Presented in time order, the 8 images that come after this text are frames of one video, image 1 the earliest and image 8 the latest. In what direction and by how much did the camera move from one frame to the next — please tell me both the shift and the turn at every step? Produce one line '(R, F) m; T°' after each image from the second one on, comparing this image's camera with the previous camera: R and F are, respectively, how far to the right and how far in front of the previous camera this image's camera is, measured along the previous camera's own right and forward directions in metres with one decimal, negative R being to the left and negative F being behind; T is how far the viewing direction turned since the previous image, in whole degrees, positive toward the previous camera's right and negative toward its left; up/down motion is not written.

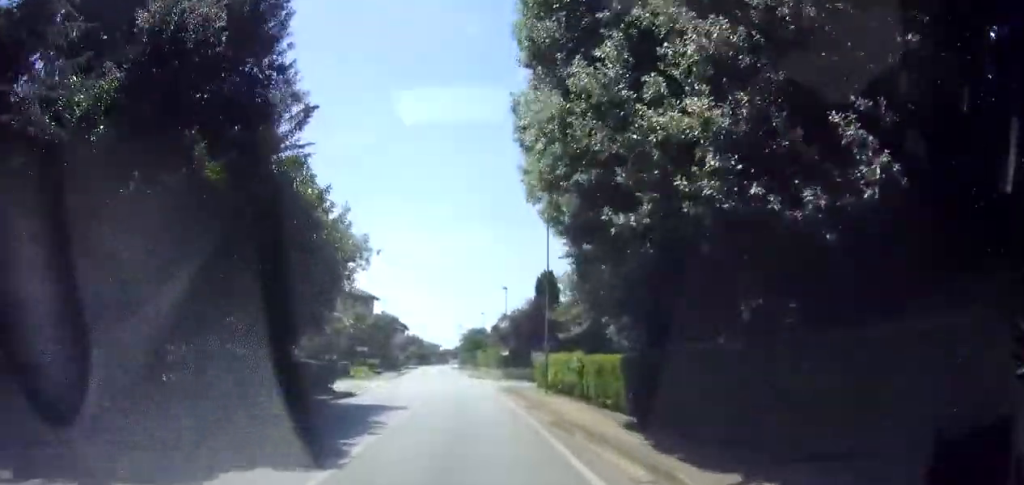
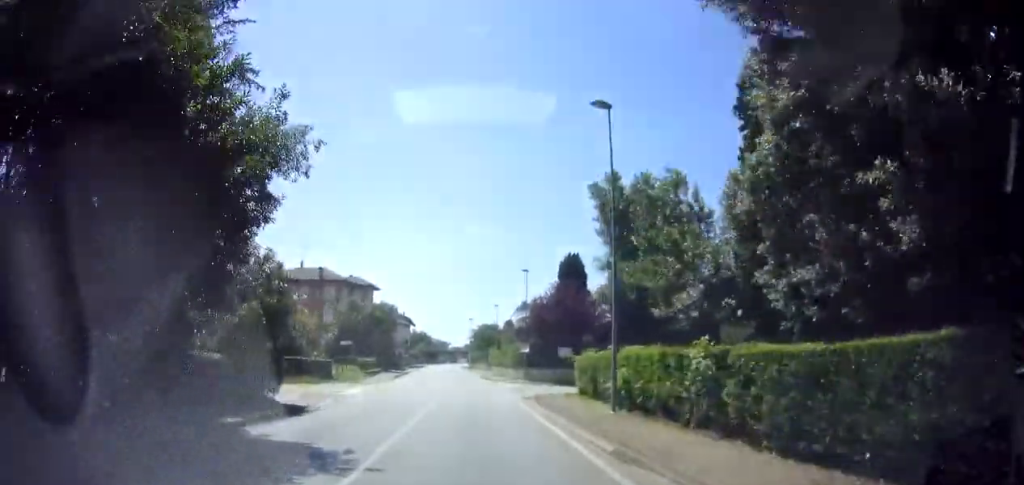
(-0.3, +9.9) m; -1°
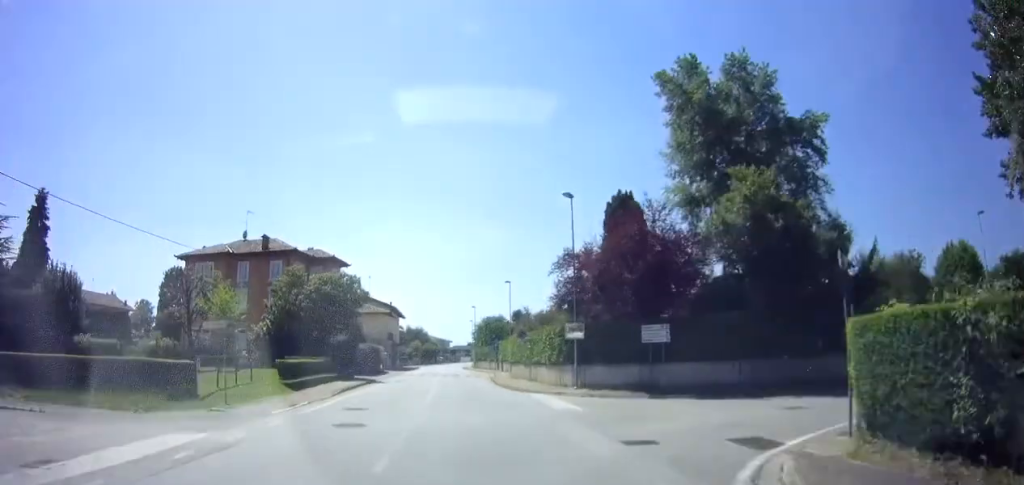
(-0.2, +19.4) m; -2°
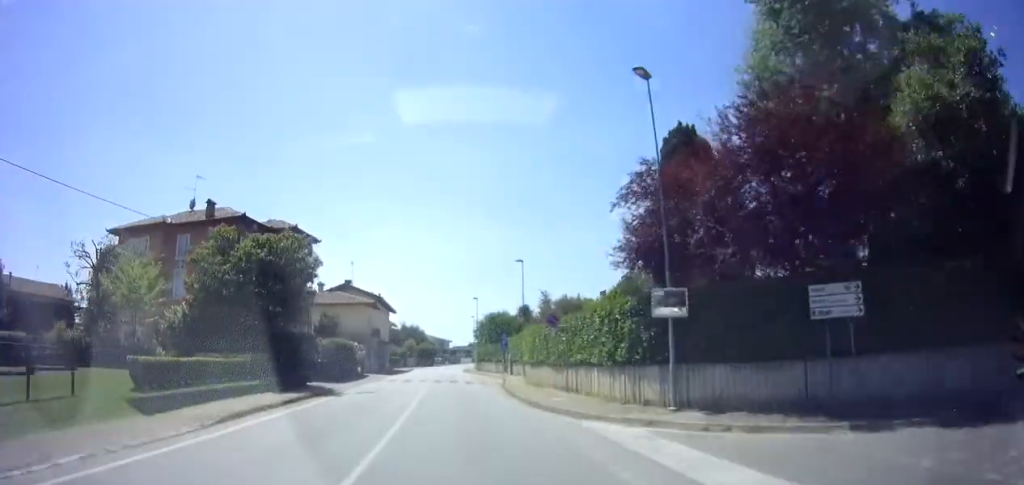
(-0.3, +11.6) m; 0°
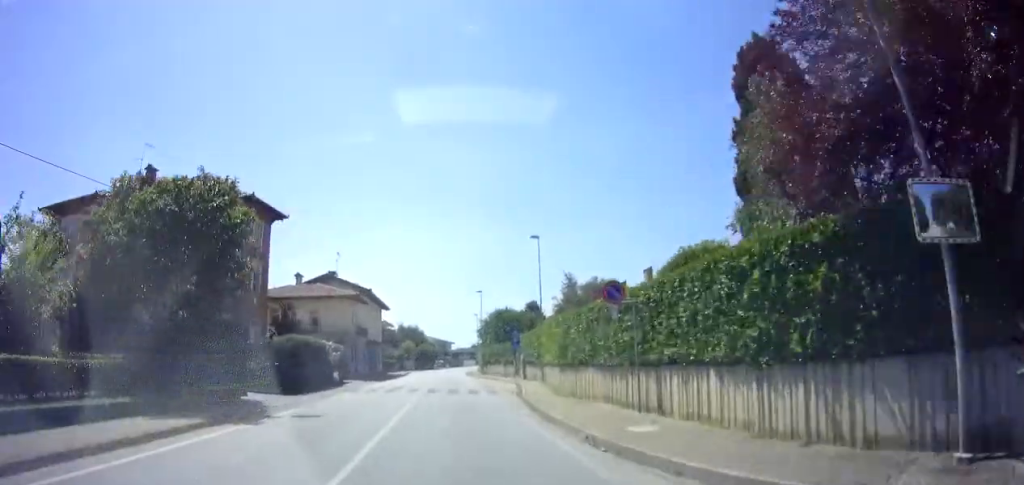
(-0.1, +8.6) m; 0°
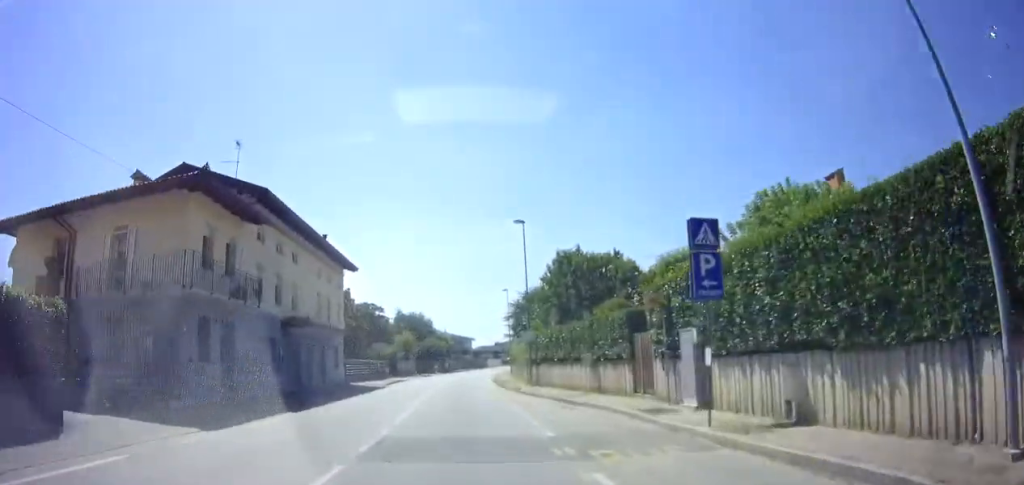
(-0.1, +29.4) m; -1°
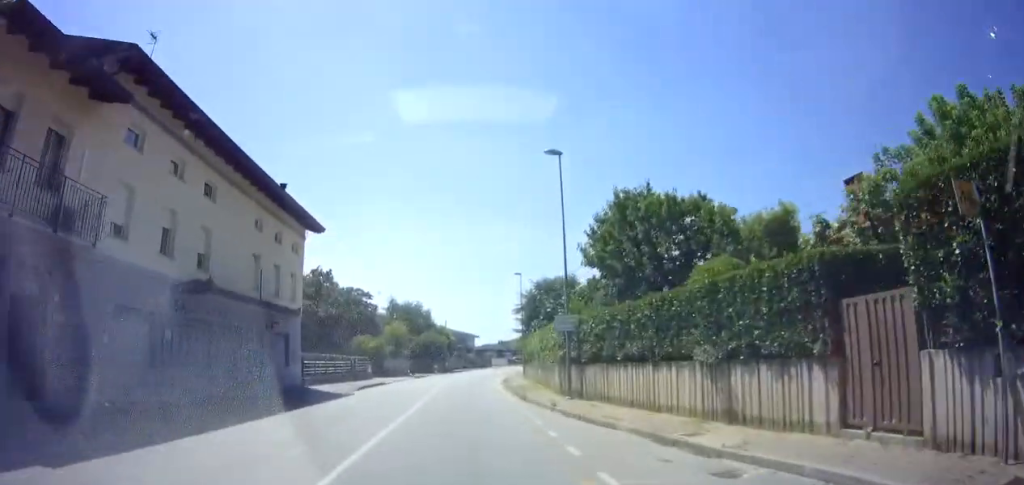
(-0.1, +10.1) m; +1°
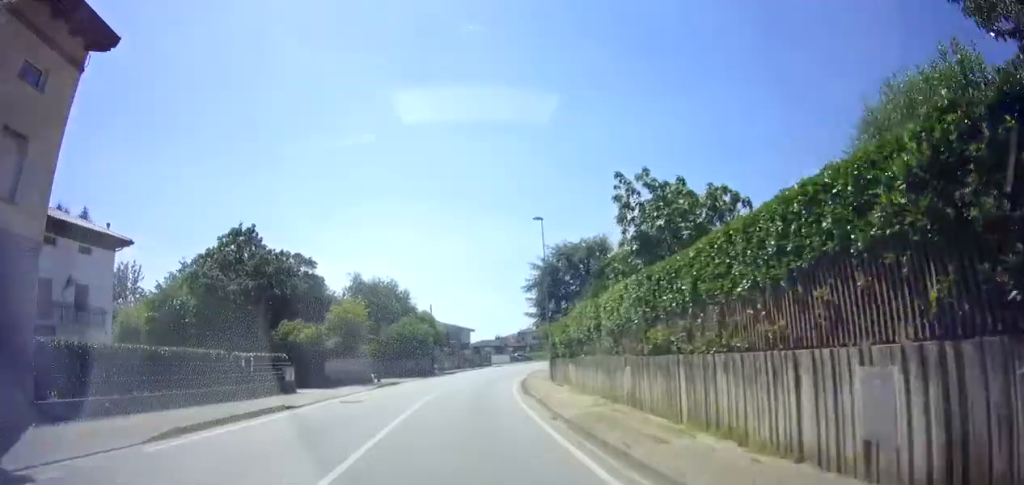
(+0.4, +17.4) m; +2°
